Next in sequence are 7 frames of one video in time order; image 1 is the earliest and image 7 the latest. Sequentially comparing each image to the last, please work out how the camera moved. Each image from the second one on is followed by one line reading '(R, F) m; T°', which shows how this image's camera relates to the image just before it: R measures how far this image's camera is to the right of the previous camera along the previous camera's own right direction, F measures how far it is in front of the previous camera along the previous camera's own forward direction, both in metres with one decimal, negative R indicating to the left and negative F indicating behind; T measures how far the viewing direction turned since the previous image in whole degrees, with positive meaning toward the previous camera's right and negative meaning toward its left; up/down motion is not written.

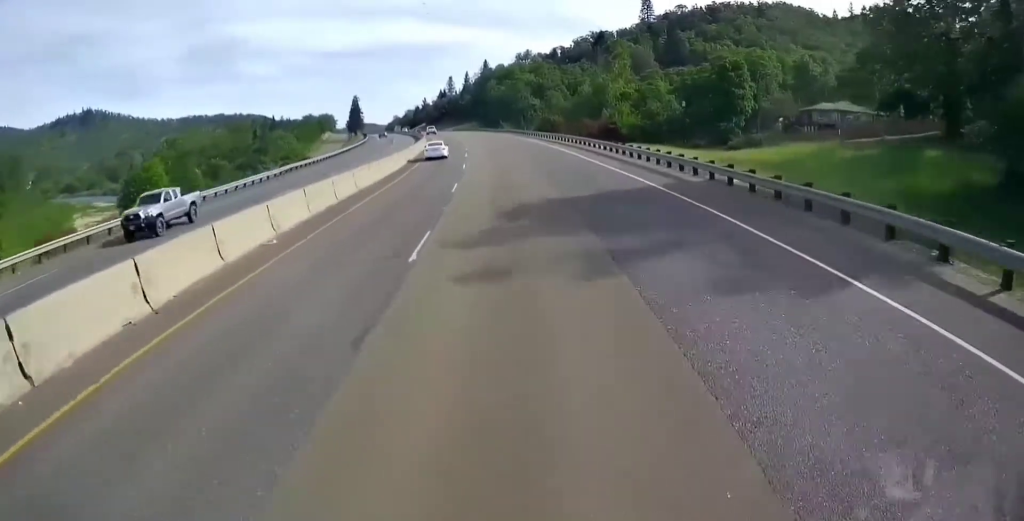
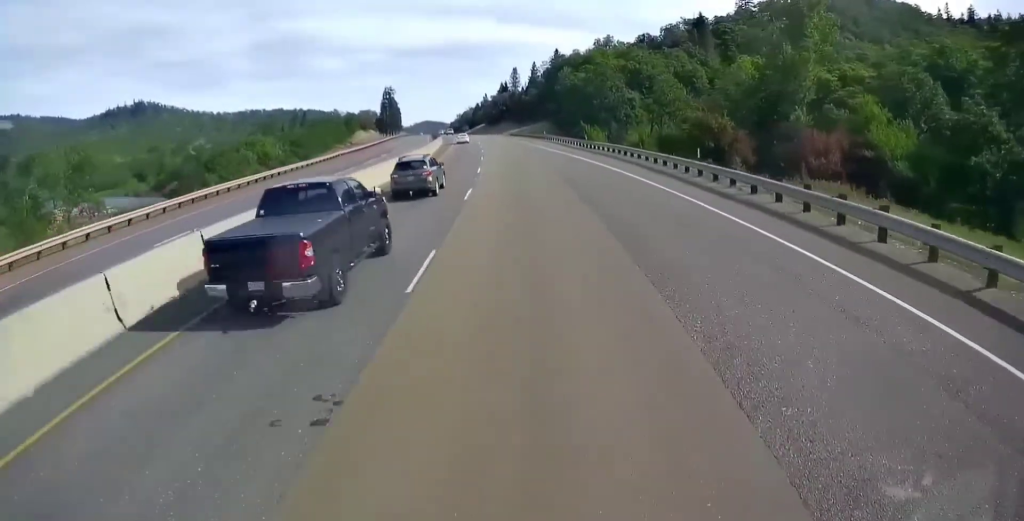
(-4.3, +64.8) m; -7°
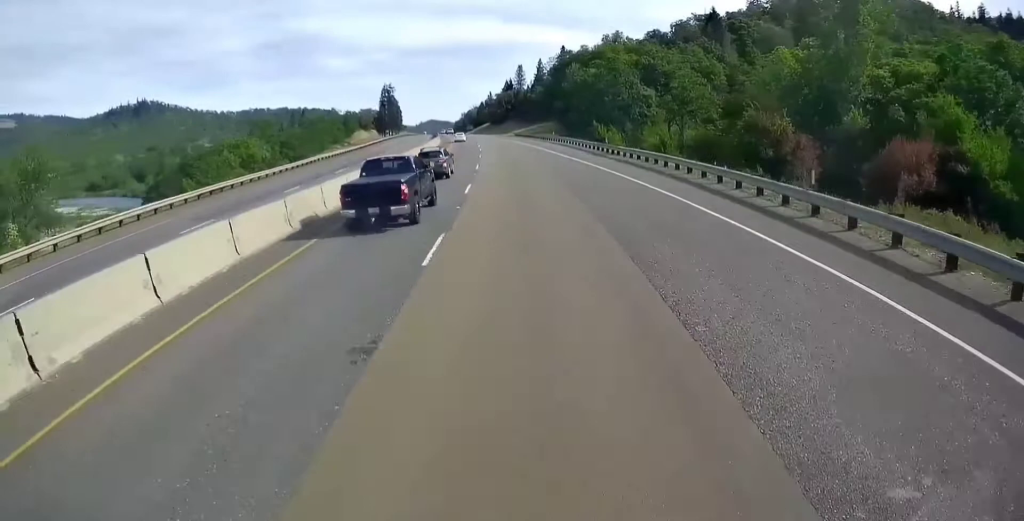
(+0.1, +10.5) m; 0°
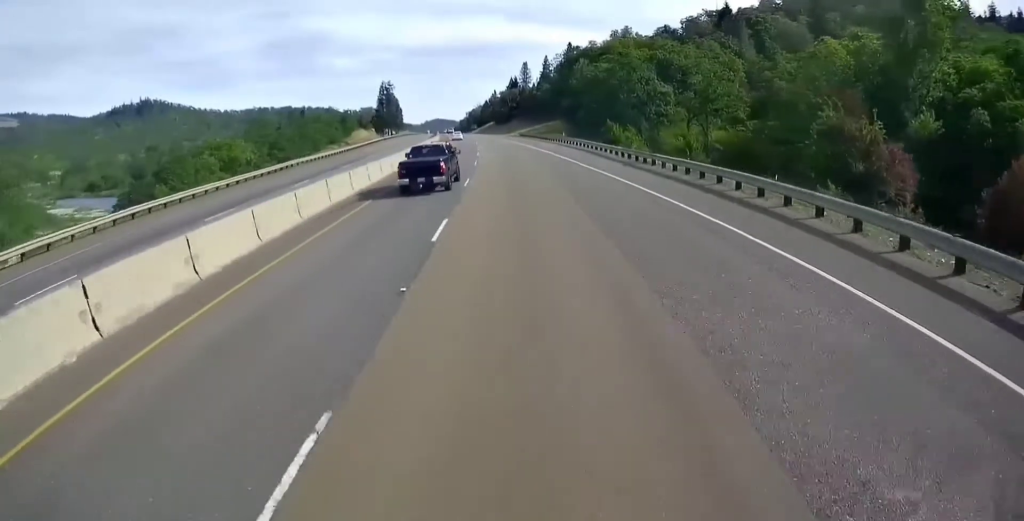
(+0.1, +9.8) m; 0°
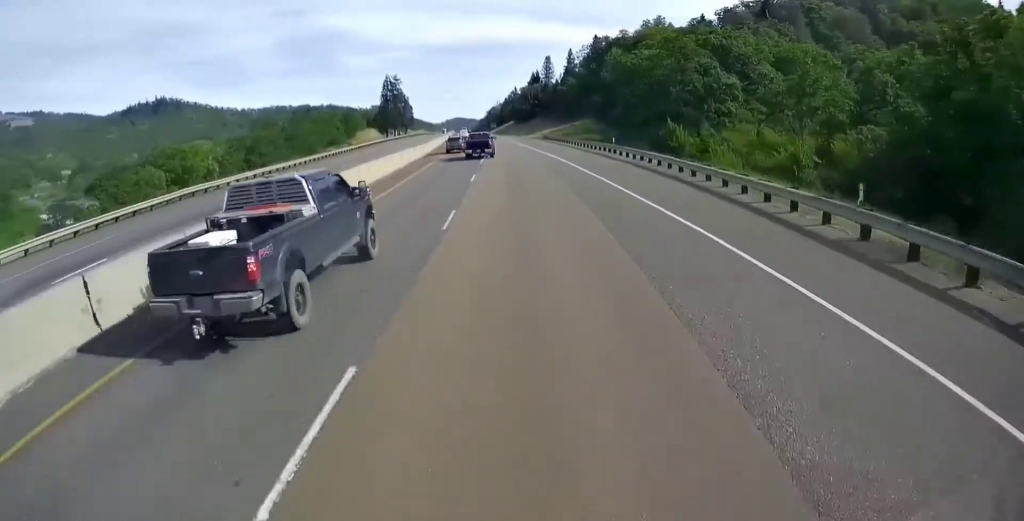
(-0.4, +23.5) m; -1°
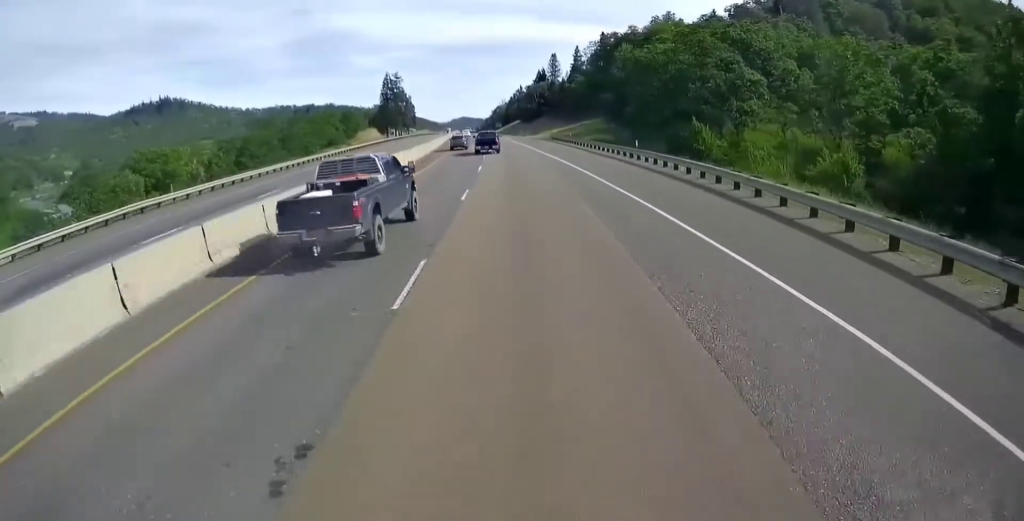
(-0.1, +7.1) m; 0°
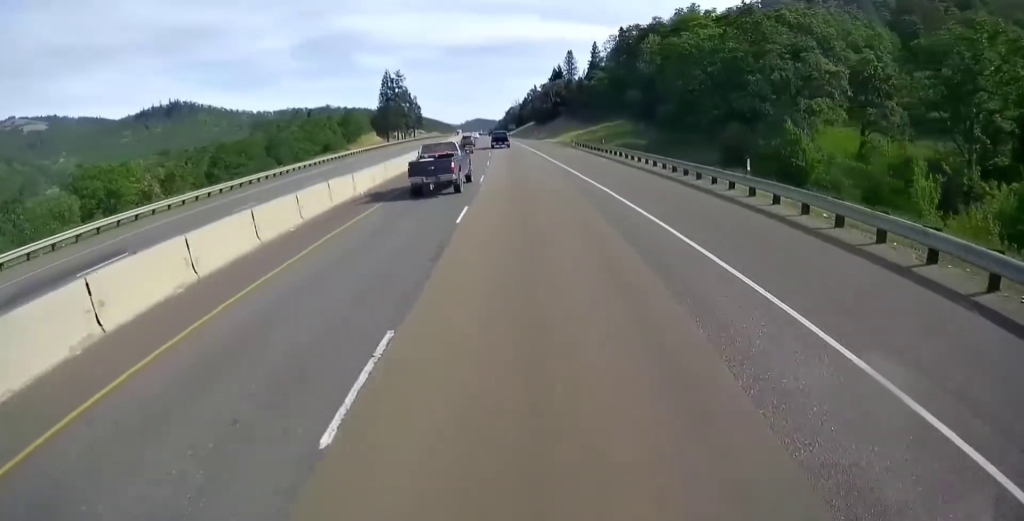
(+0.1, +16.4) m; -1°
